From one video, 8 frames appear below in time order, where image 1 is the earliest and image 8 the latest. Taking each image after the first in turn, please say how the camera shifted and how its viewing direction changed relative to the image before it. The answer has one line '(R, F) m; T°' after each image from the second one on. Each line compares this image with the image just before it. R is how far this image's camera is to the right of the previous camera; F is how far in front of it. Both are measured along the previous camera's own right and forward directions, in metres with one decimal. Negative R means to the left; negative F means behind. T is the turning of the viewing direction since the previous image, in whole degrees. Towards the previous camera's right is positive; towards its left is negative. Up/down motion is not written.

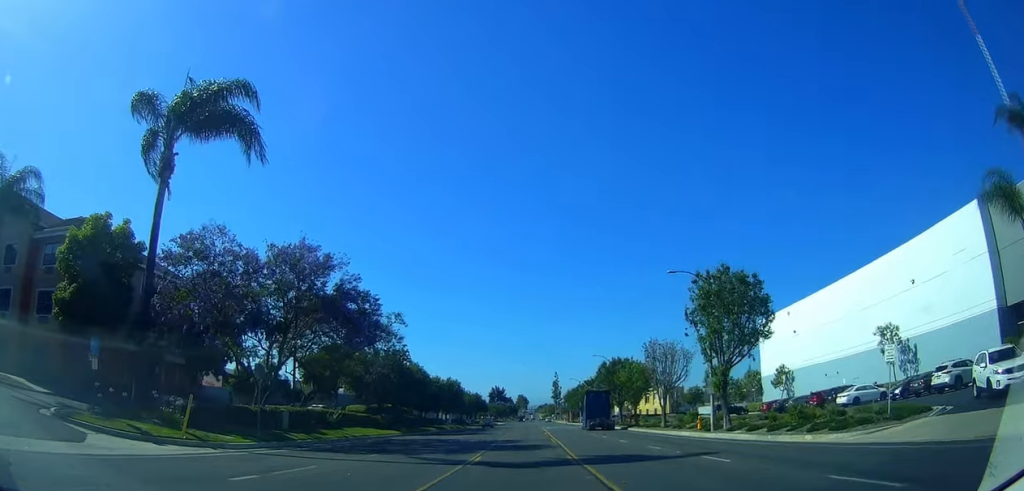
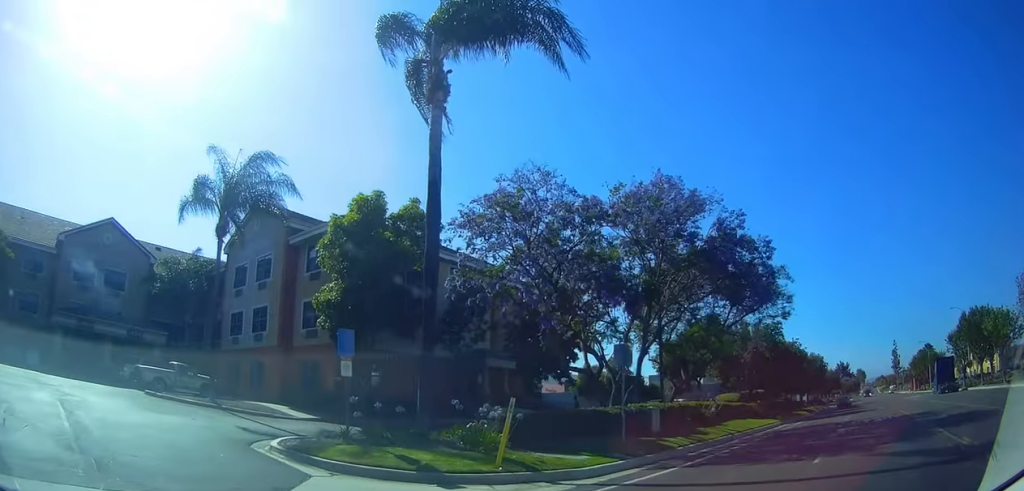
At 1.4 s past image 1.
(-0.6, +7.3) m; -18°
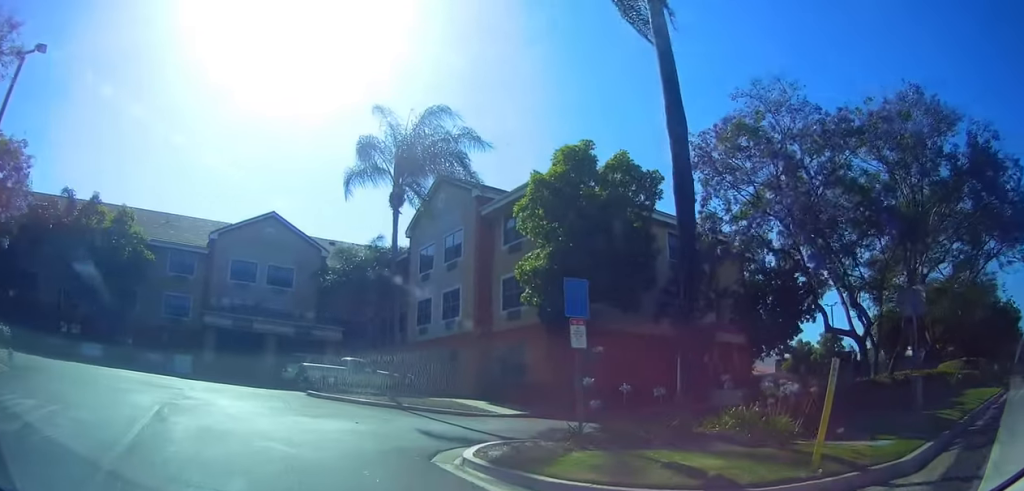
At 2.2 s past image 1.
(-0.5, +4.0) m; -21°
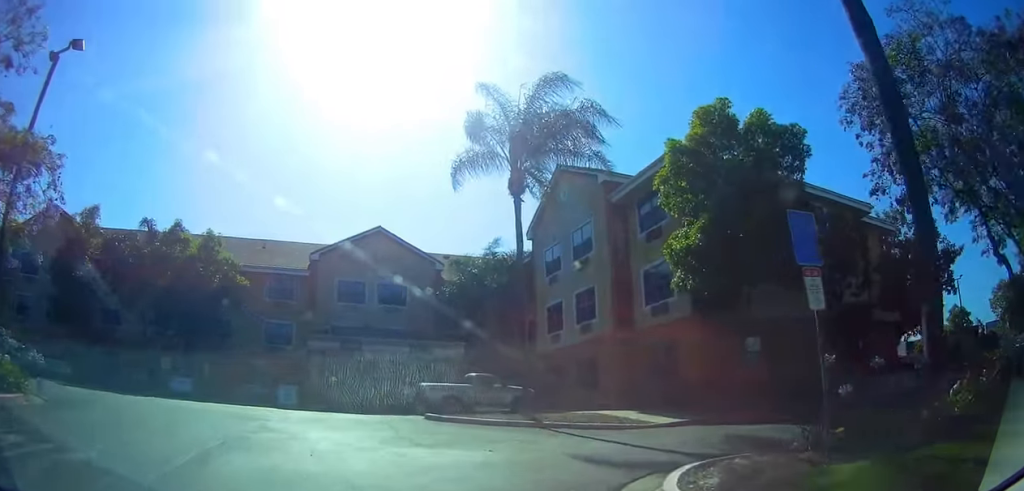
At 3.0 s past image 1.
(-0.8, +3.4) m; -13°
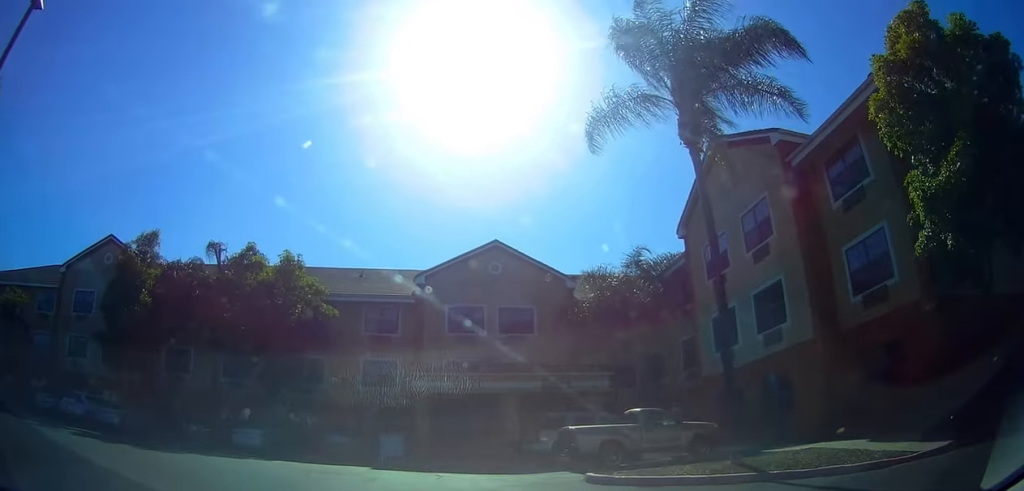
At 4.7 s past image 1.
(-1.8, +6.8) m; -31°
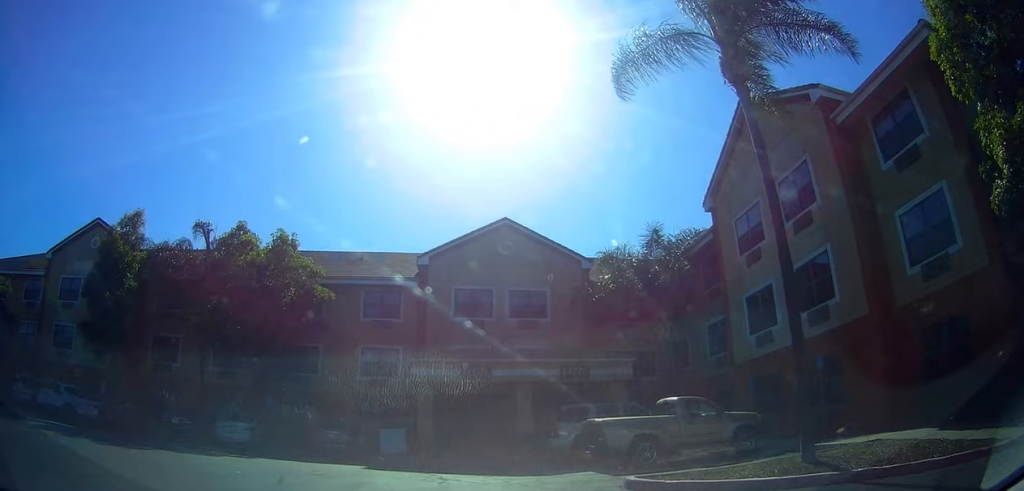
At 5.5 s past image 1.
(-0.4, +2.6) m; -8°
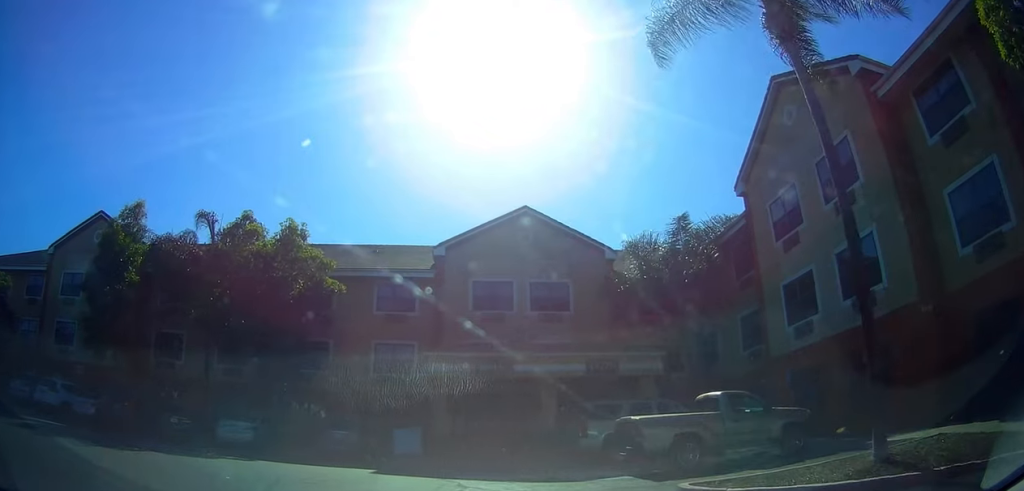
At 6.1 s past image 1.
(0.0, +1.7) m; 0°
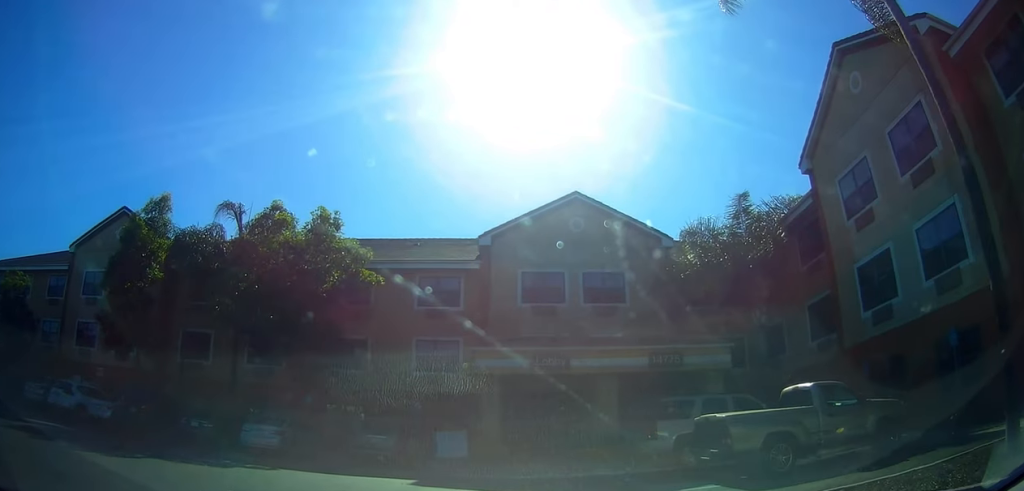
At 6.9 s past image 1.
(0.0, +2.2) m; 0°
